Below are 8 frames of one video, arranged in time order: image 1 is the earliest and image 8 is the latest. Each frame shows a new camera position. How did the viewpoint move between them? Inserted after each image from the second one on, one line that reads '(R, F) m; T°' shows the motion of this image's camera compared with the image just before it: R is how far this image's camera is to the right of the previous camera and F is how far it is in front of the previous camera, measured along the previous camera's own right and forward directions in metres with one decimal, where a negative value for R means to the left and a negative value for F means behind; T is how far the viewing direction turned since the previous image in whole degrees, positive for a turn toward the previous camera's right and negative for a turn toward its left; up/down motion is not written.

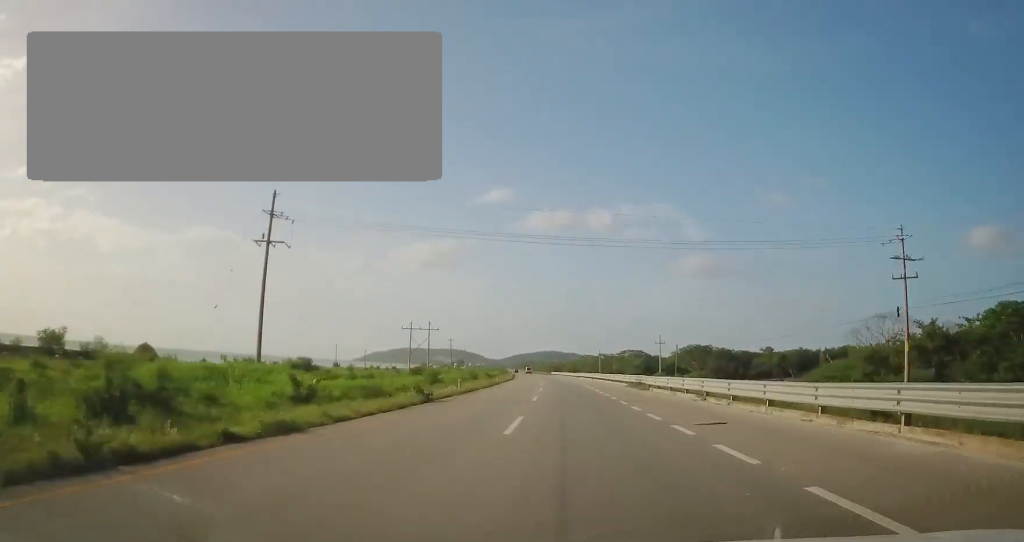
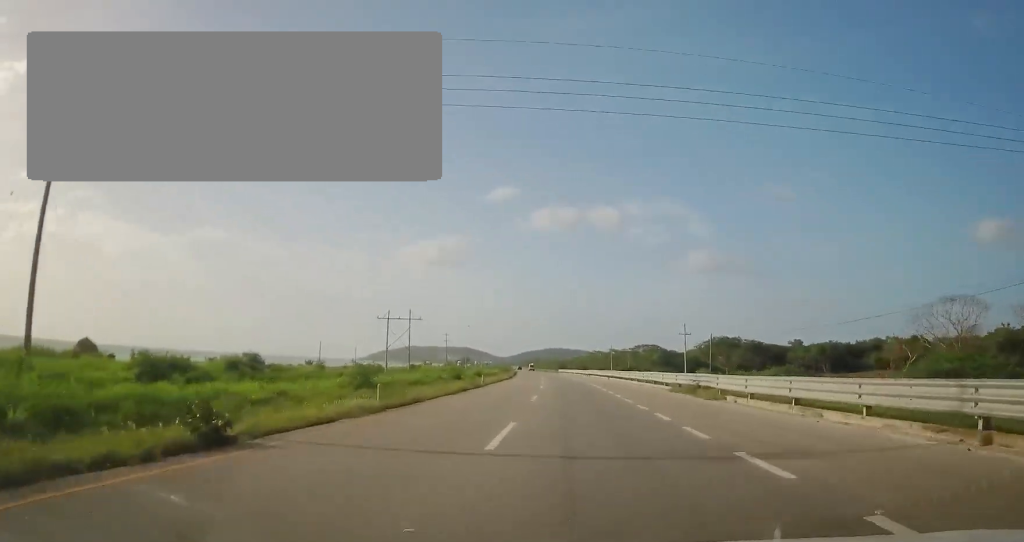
(+0.1, +17.6) m; 0°
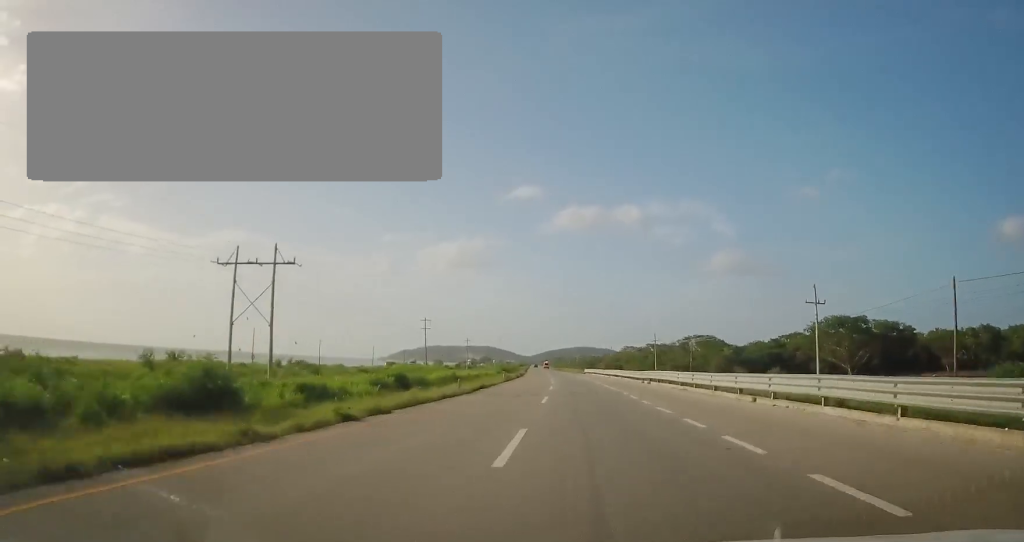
(-0.6, +46.5) m; -1°
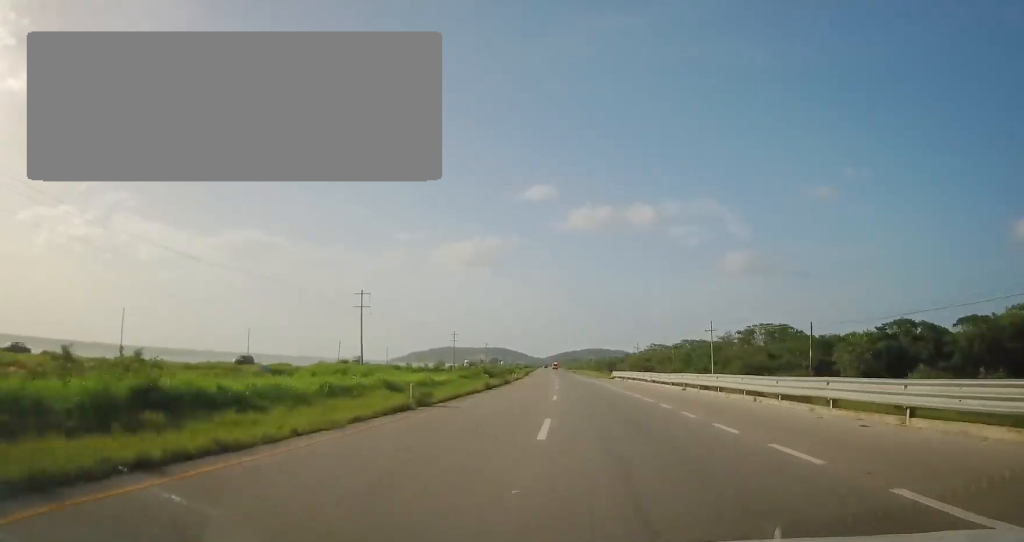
(-0.4, +41.8) m; -1°
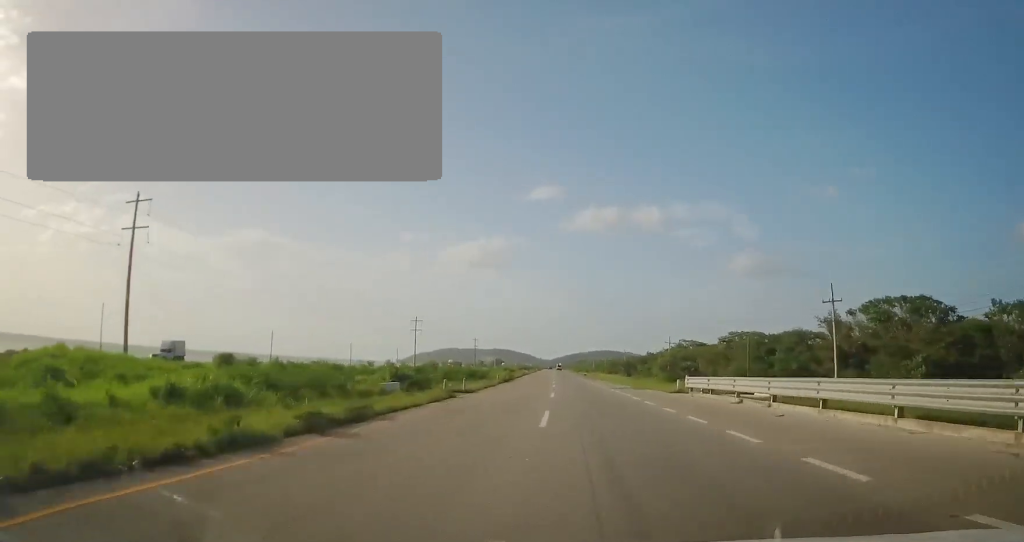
(-0.5, +41.6) m; -2°
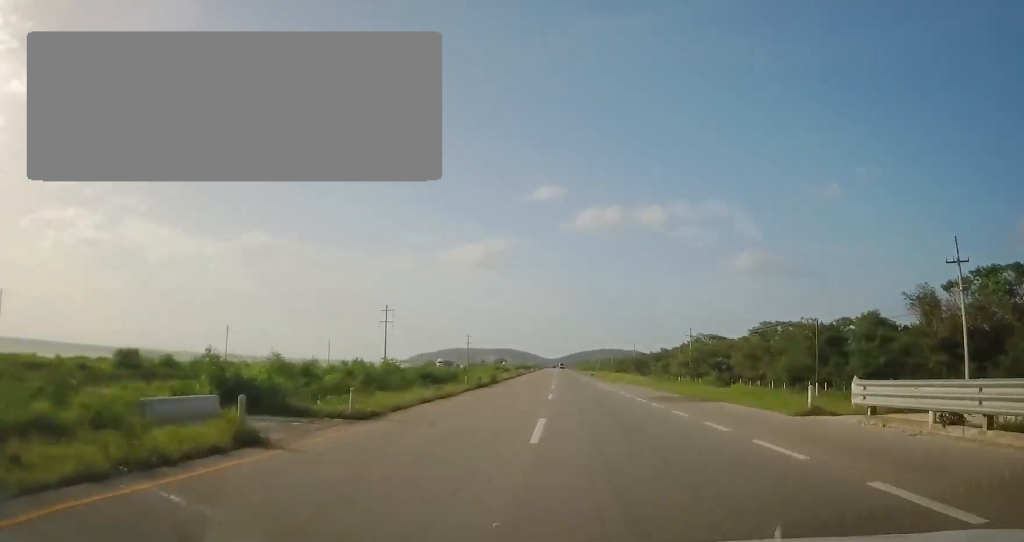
(-0.3, +18.3) m; 0°
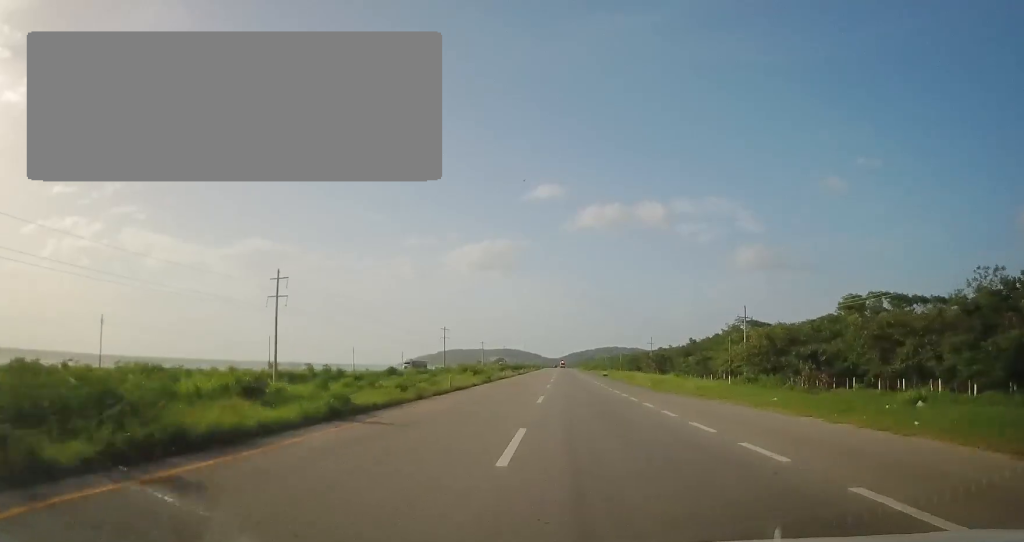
(+0.1, +32.5) m; 0°
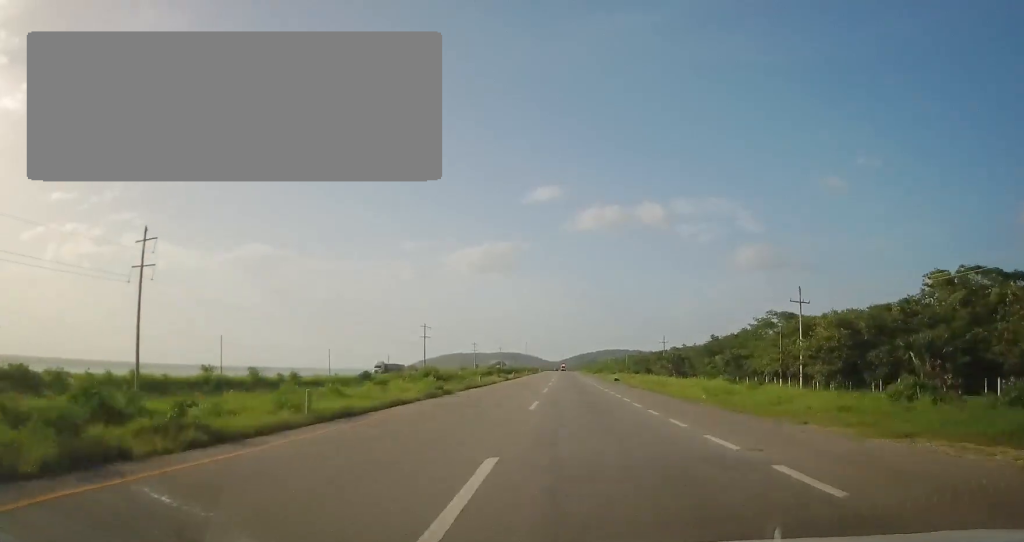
(0.0, +18.4) m; 0°
